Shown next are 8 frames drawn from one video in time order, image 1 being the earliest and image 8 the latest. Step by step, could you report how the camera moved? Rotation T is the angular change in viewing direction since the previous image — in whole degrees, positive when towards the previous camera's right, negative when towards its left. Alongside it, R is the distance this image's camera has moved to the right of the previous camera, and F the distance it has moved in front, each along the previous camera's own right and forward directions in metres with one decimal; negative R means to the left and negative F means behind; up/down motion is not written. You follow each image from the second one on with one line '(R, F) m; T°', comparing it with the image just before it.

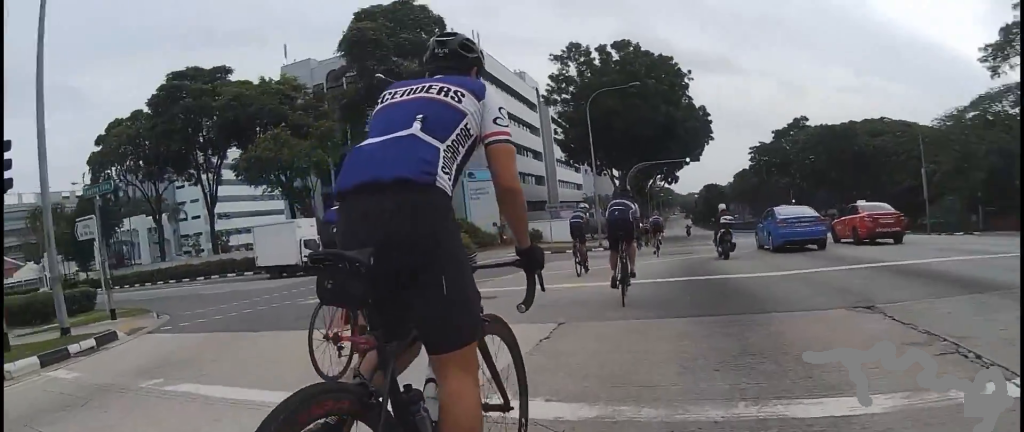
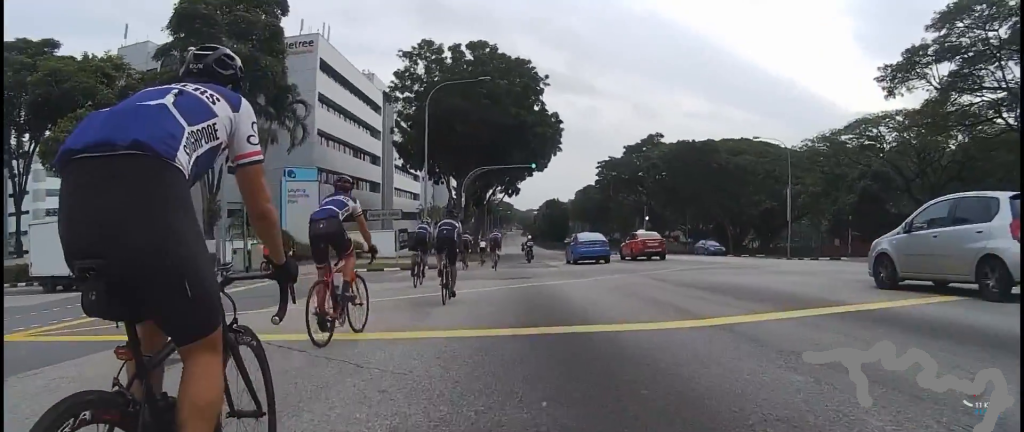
(+0.7, +5.3) m; +15°
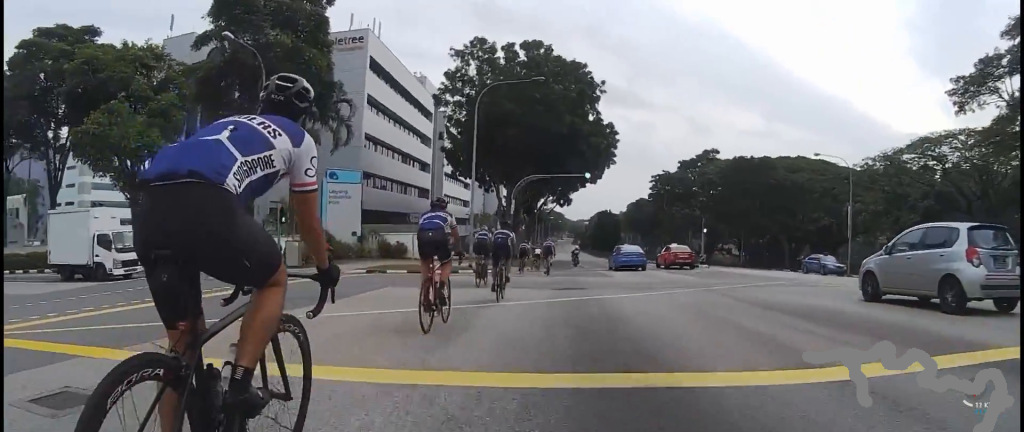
(0.0, +2.5) m; +1°
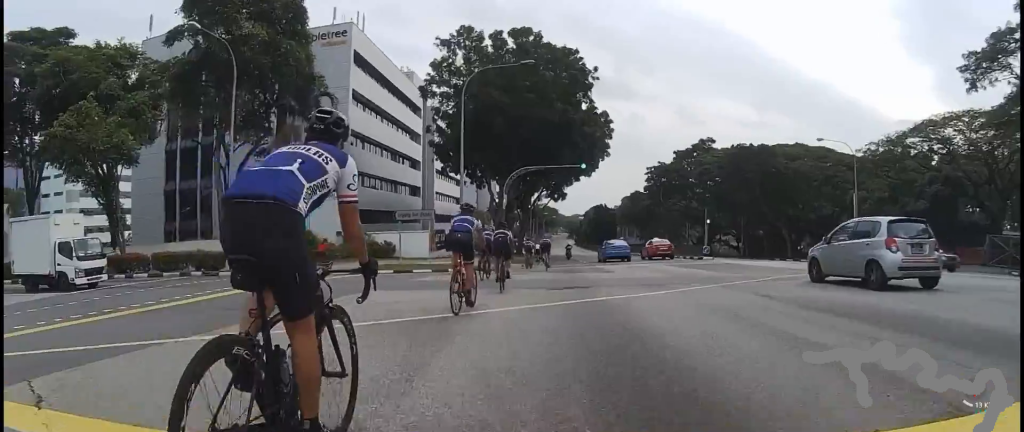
(0.0, +2.5) m; +3°
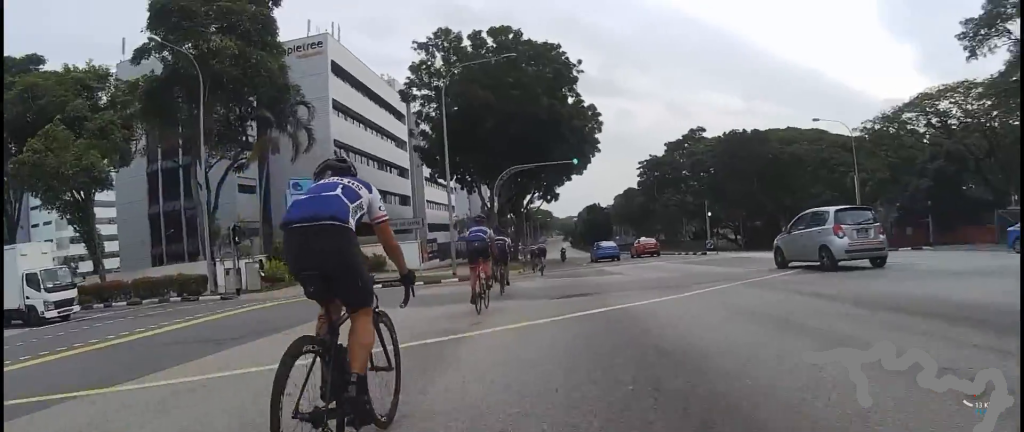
(0.0, +2.1) m; +4°
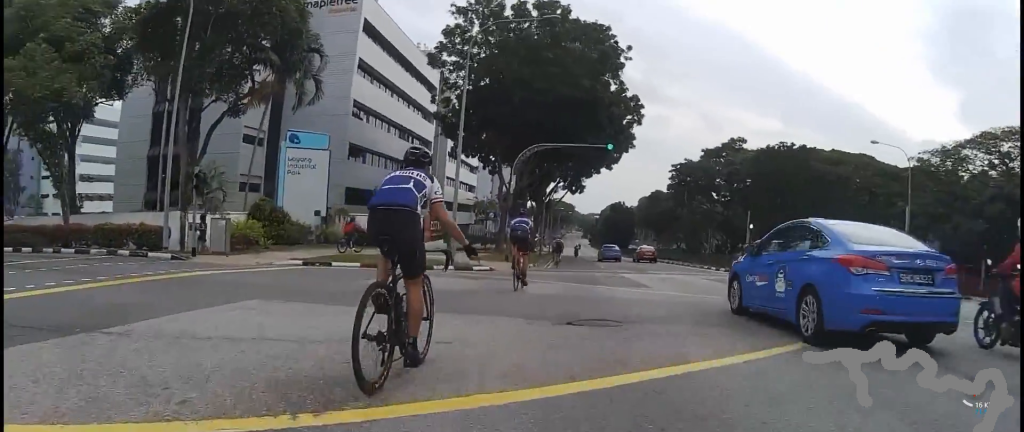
(+0.5, +5.1) m; -3°
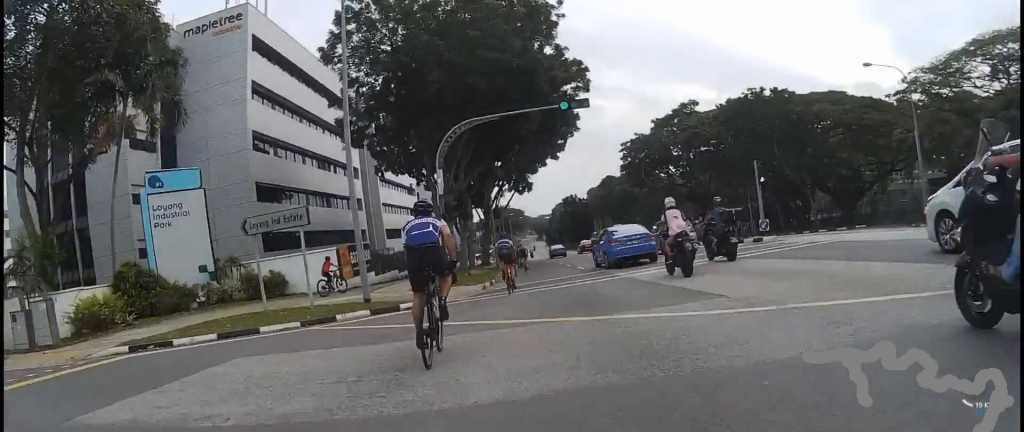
(-1.8, +8.6) m; -5°
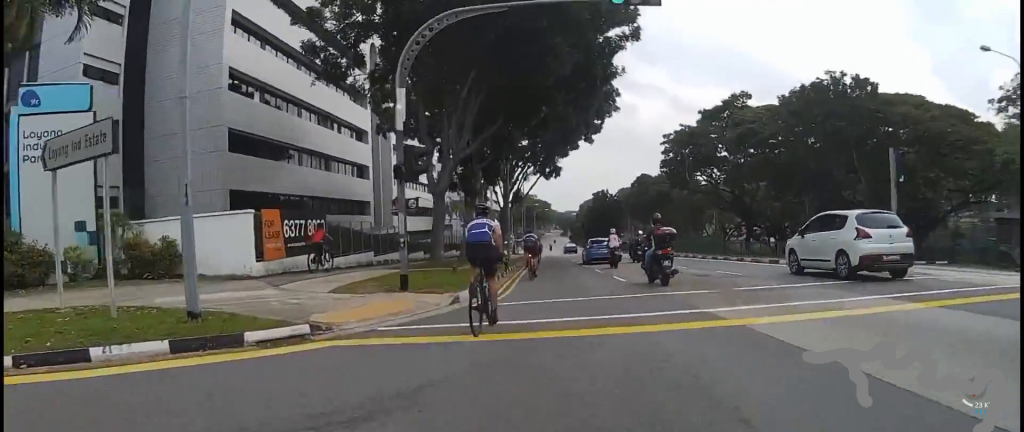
(+2.0, +9.3) m; +6°
